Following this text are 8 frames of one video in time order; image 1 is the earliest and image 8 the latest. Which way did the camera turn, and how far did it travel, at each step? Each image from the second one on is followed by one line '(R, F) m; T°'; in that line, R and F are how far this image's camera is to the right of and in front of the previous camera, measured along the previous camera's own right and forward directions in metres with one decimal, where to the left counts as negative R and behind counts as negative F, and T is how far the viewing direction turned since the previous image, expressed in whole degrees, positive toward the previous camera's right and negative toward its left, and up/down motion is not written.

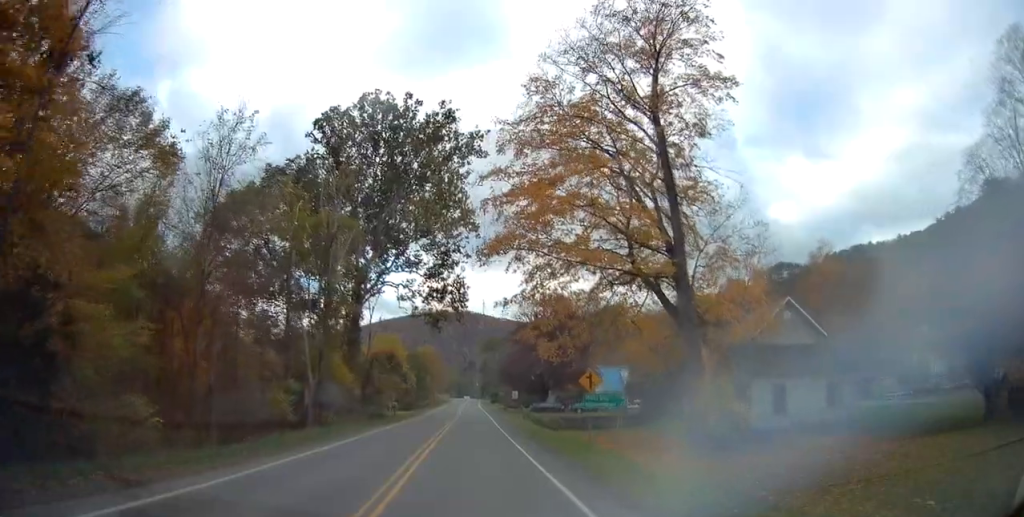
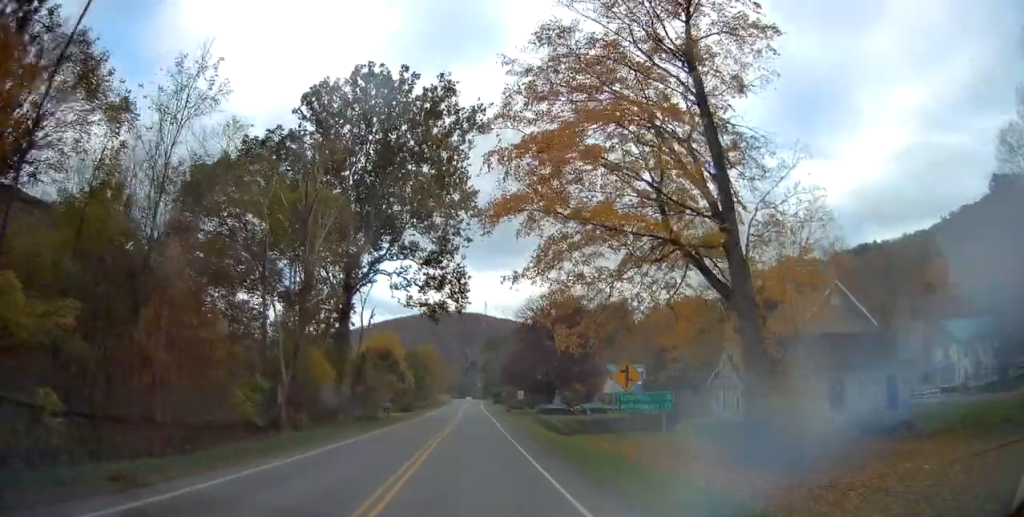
(-0.1, +5.9) m; +1°
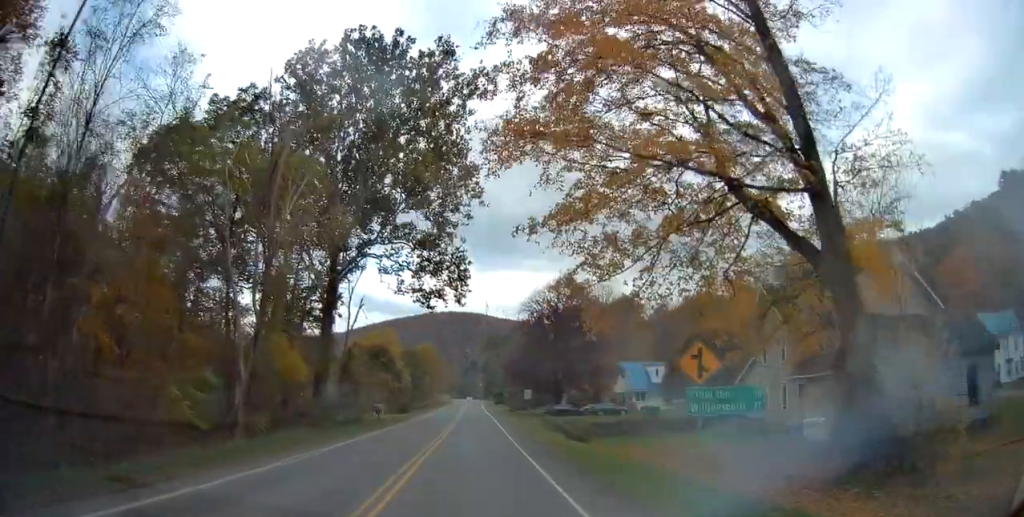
(-0.1, +6.4) m; +1°
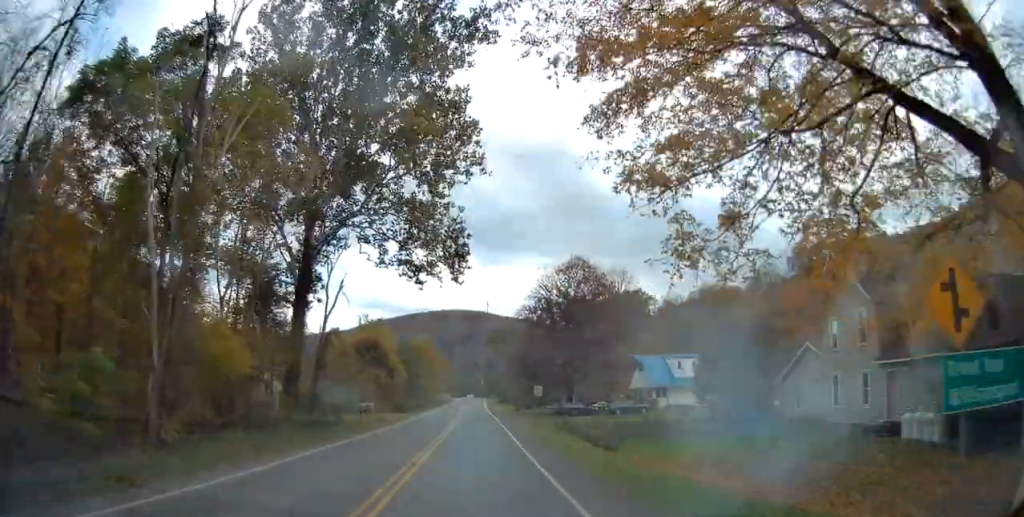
(+0.2, +8.2) m; 0°
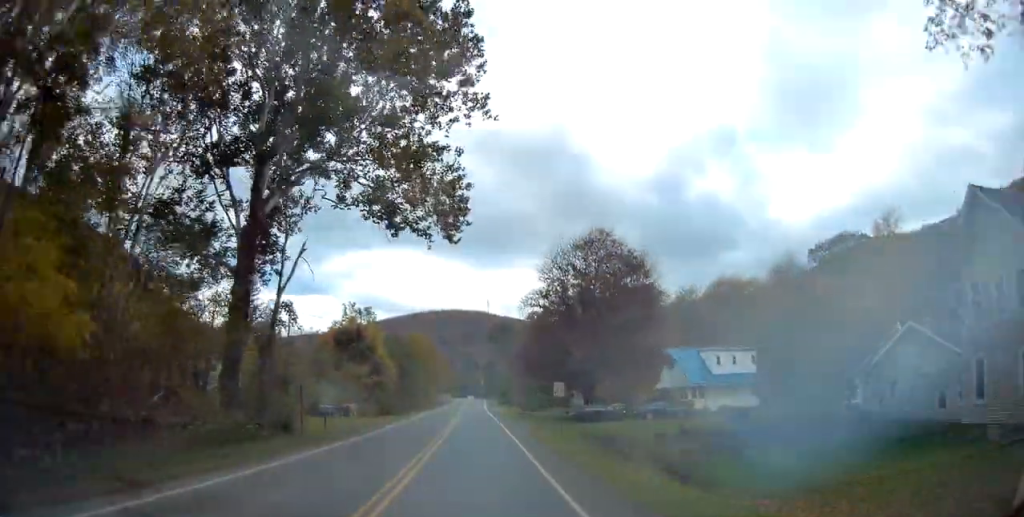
(0.0, +10.8) m; -1°
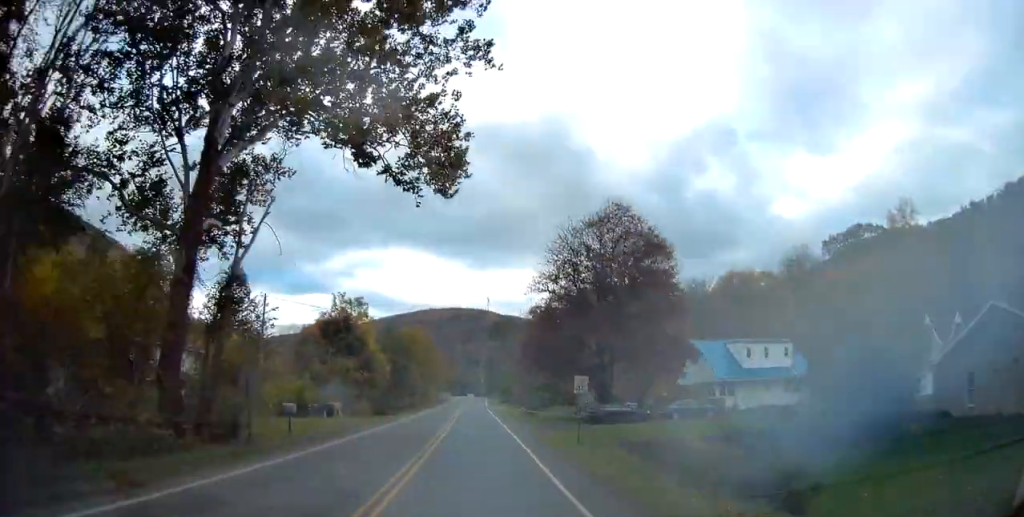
(-0.2, +6.5) m; -1°
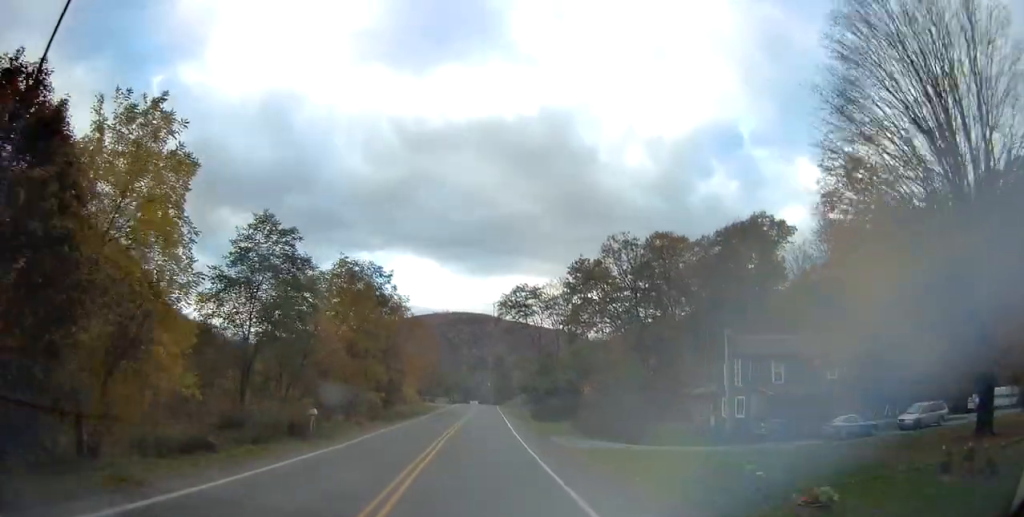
(-0.3, +52.7) m; 0°
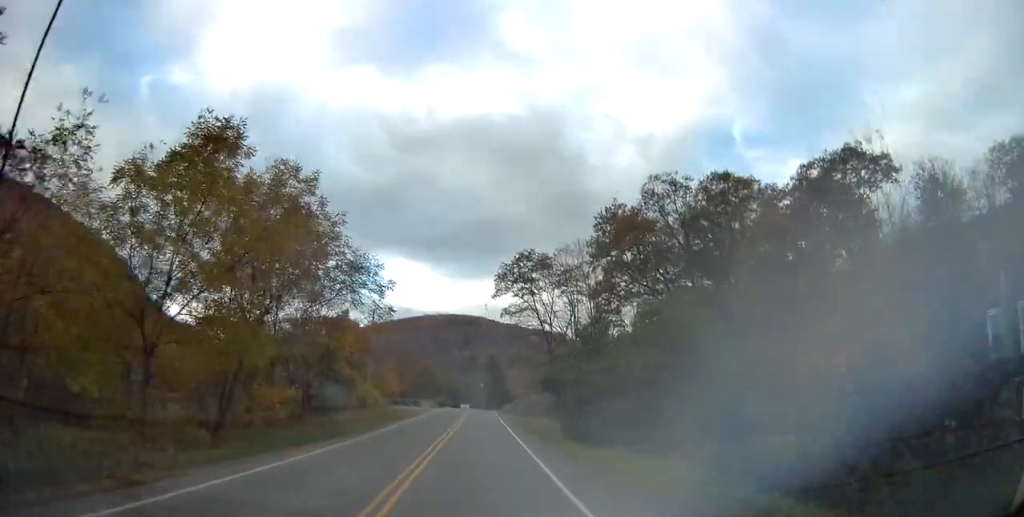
(+0.8, +26.1) m; +2°
